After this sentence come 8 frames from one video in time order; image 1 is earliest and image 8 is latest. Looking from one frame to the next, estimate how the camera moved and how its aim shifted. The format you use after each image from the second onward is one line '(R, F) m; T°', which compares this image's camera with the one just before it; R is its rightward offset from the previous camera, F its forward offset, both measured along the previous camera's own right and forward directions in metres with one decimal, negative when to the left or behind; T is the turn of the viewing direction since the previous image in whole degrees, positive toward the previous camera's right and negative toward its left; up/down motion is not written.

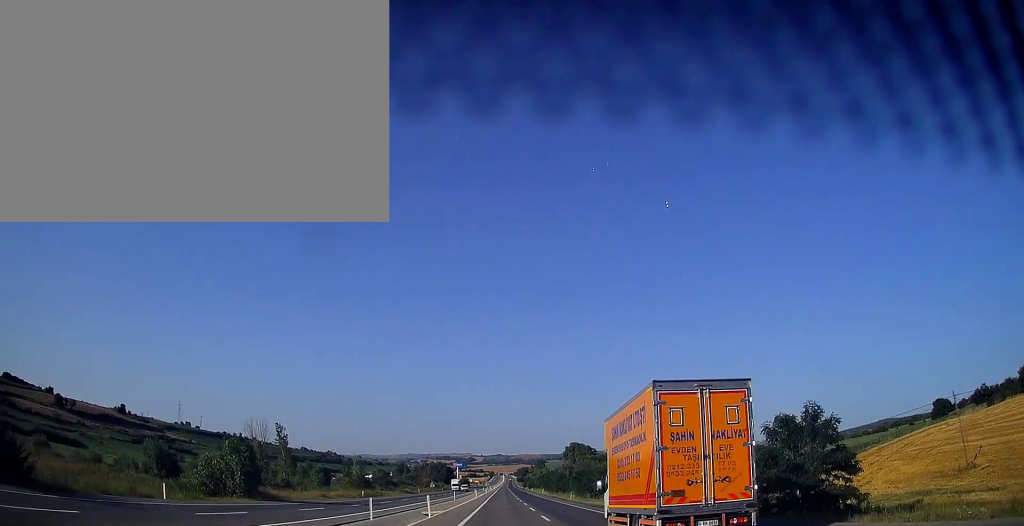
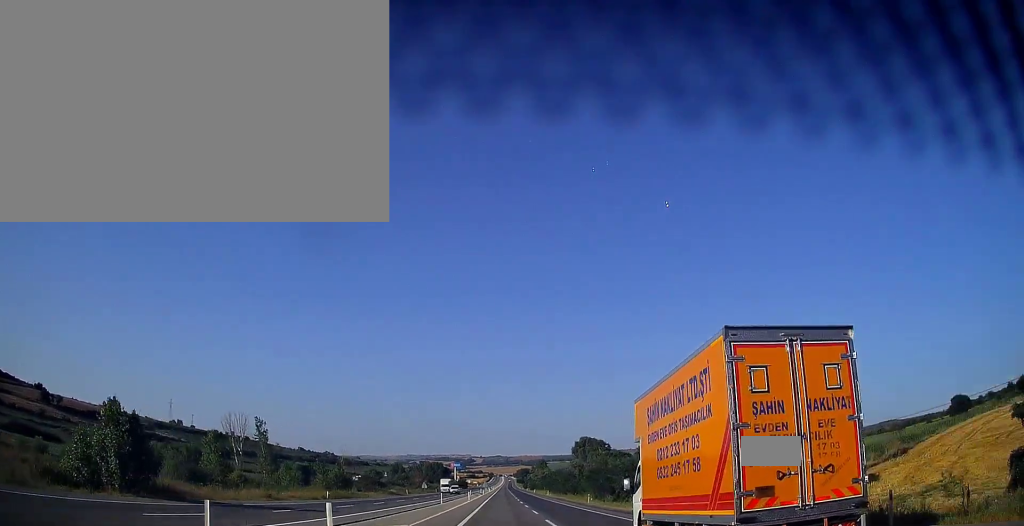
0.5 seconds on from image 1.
(-0.1, +15.8) m; 0°
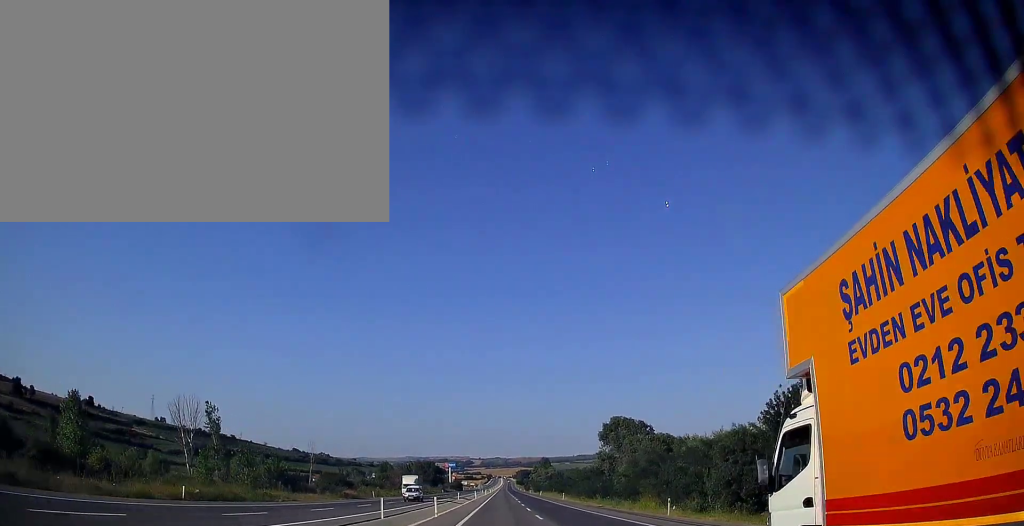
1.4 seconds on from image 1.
(+0.2, +29.6) m; 0°
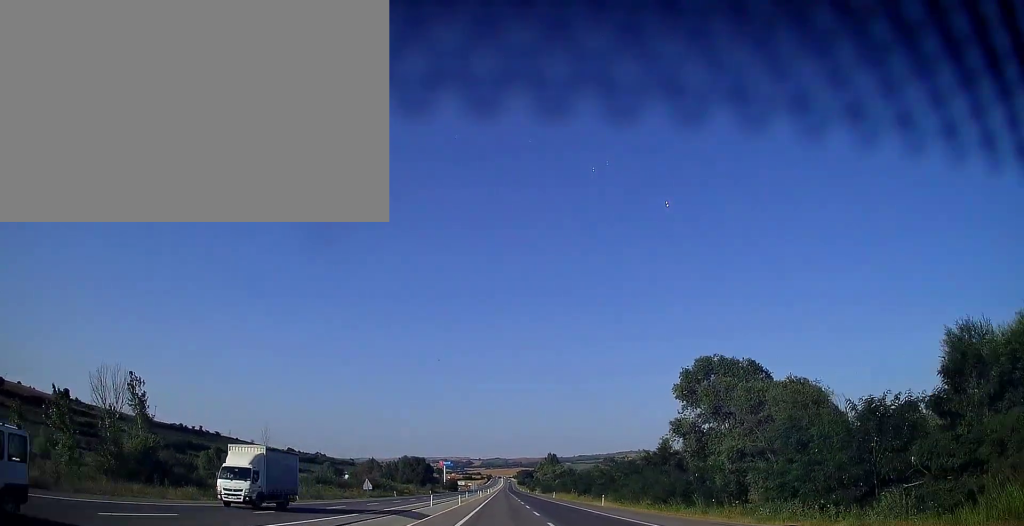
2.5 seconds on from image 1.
(+0.1, +32.7) m; 0°
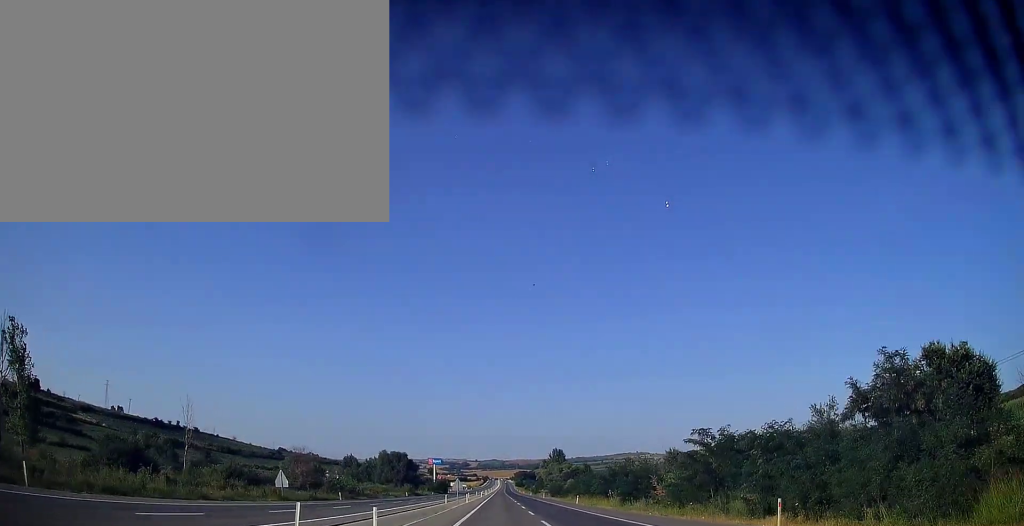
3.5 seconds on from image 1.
(-0.1, +33.7) m; 0°
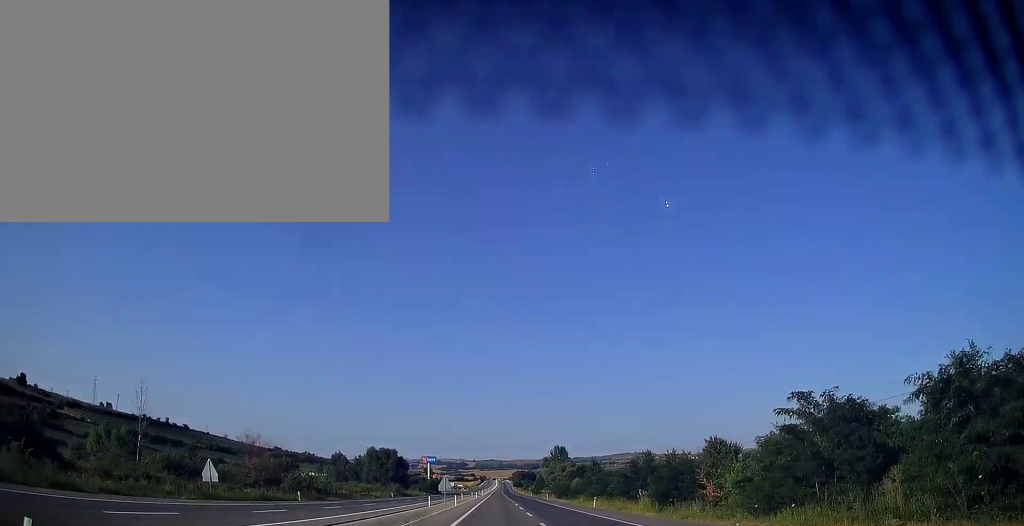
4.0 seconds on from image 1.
(-0.1, +13.7) m; 0°
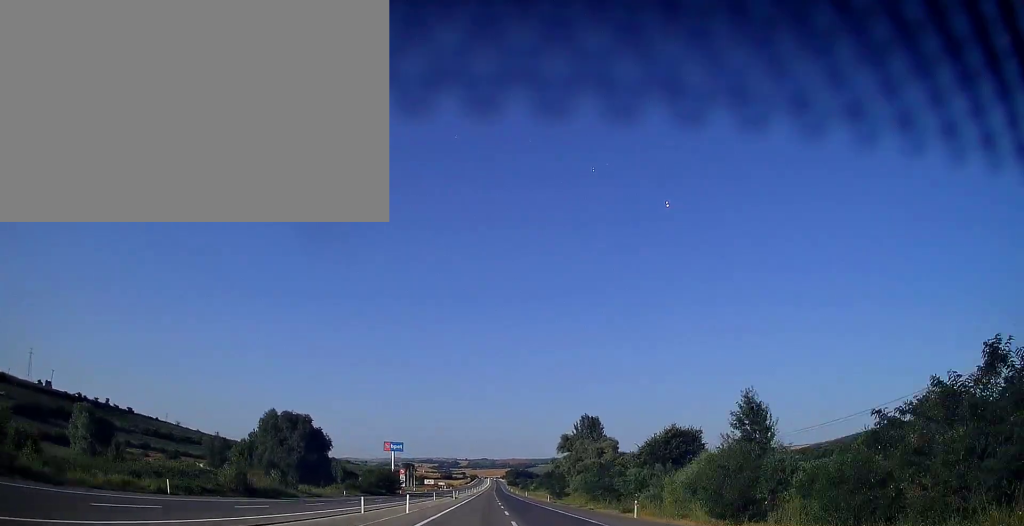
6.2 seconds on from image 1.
(+1.0, +71.2) m; +1°
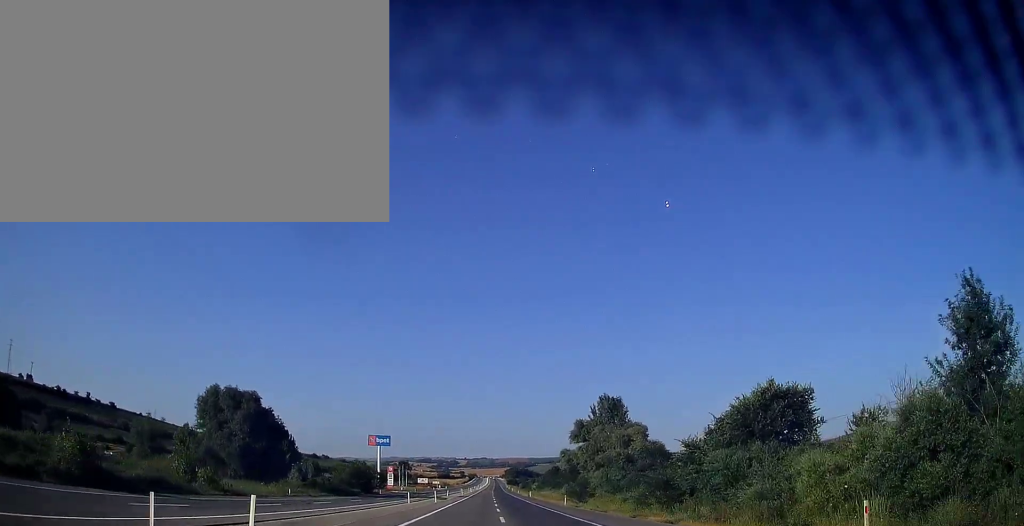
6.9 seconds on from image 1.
(-0.1, +20.9) m; 0°
